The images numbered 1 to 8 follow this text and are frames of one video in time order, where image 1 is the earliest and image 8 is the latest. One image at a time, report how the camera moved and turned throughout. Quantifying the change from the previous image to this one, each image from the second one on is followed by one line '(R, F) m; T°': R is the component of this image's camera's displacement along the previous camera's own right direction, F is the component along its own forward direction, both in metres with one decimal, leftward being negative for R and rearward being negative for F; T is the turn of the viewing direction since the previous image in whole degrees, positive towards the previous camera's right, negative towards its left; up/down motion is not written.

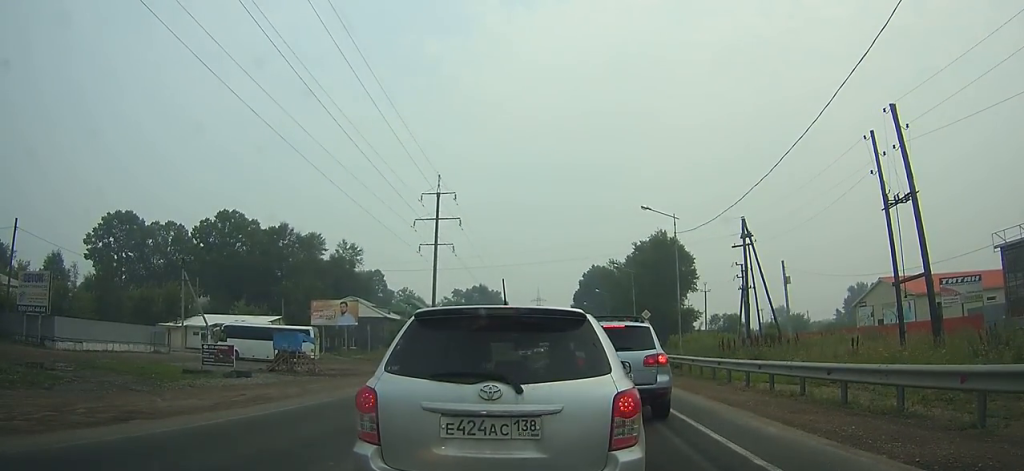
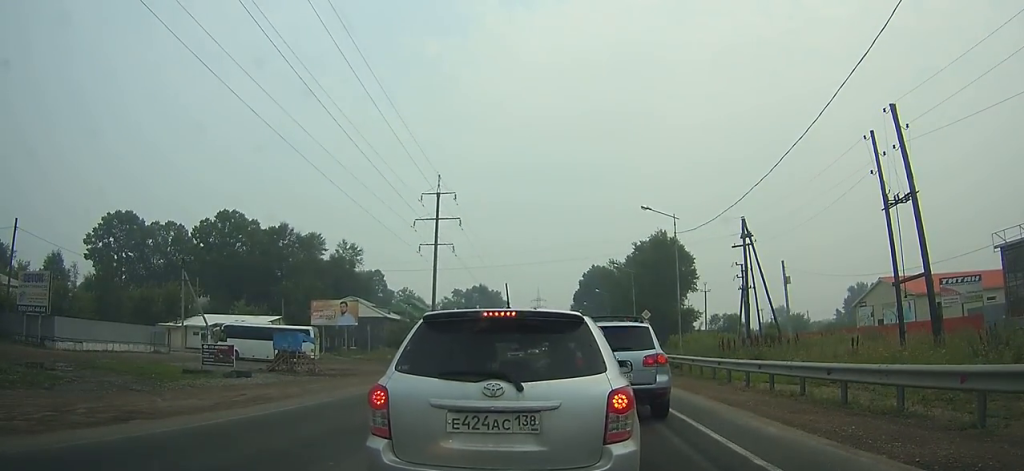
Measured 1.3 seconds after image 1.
(0.0, +1.5) m; -1°
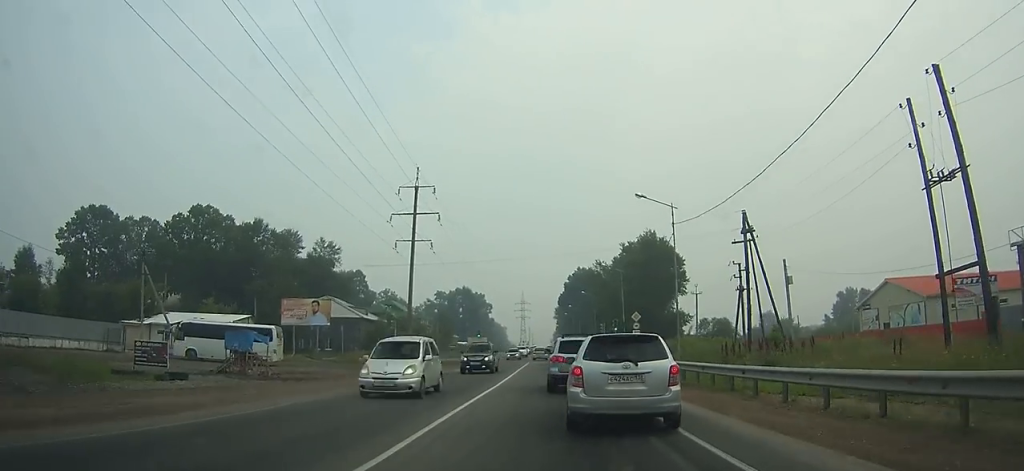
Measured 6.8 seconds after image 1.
(0.0, +10.5) m; 0°
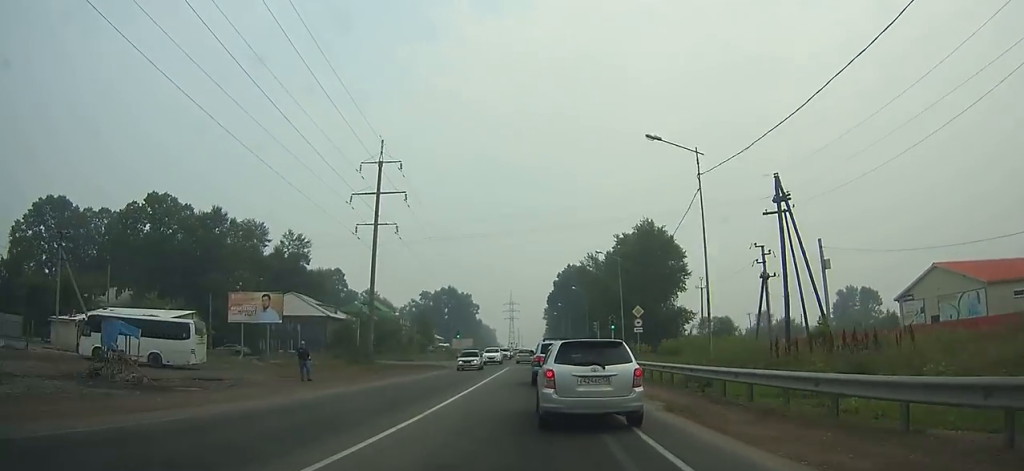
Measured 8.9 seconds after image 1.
(0.0, +7.2) m; 0°
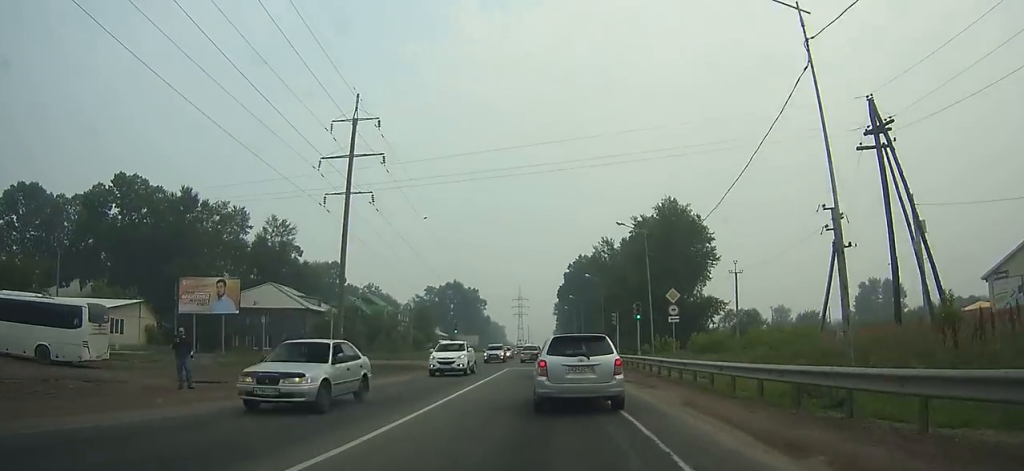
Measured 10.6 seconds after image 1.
(0.0, +6.8) m; 0°
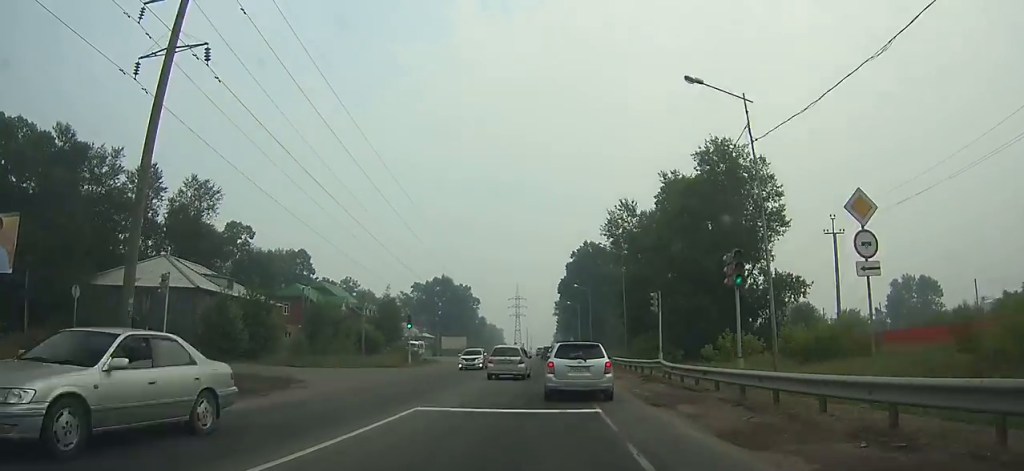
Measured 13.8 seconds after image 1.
(0.0, +19.7) m; 0°
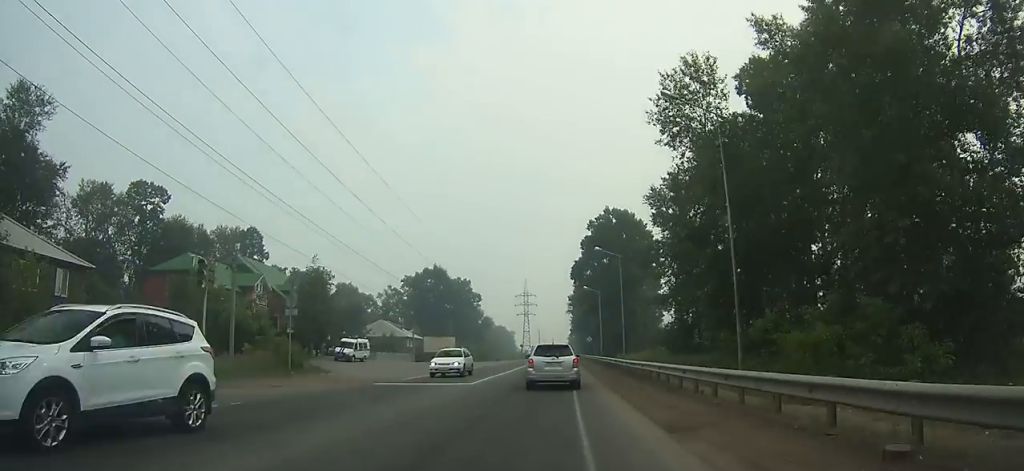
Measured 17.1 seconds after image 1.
(-0.2, +27.7) m; -1°
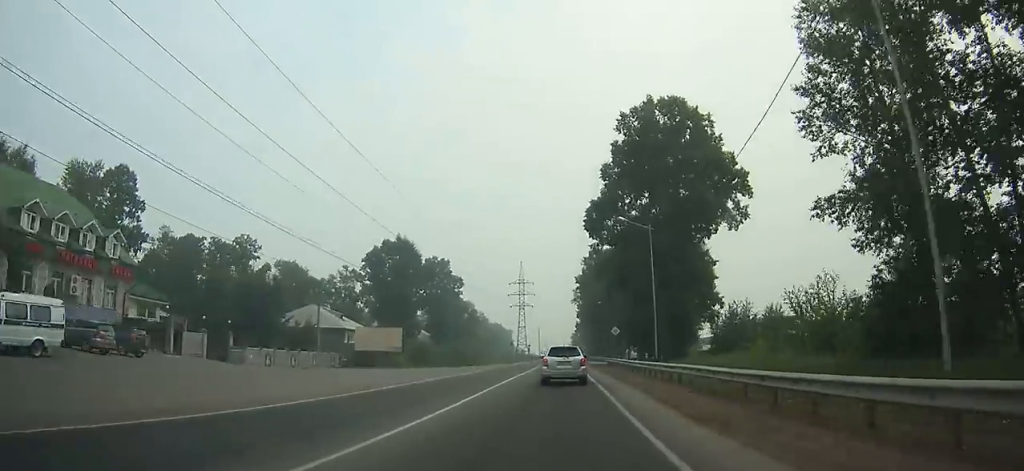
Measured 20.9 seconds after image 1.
(-0.4, +40.3) m; 0°
